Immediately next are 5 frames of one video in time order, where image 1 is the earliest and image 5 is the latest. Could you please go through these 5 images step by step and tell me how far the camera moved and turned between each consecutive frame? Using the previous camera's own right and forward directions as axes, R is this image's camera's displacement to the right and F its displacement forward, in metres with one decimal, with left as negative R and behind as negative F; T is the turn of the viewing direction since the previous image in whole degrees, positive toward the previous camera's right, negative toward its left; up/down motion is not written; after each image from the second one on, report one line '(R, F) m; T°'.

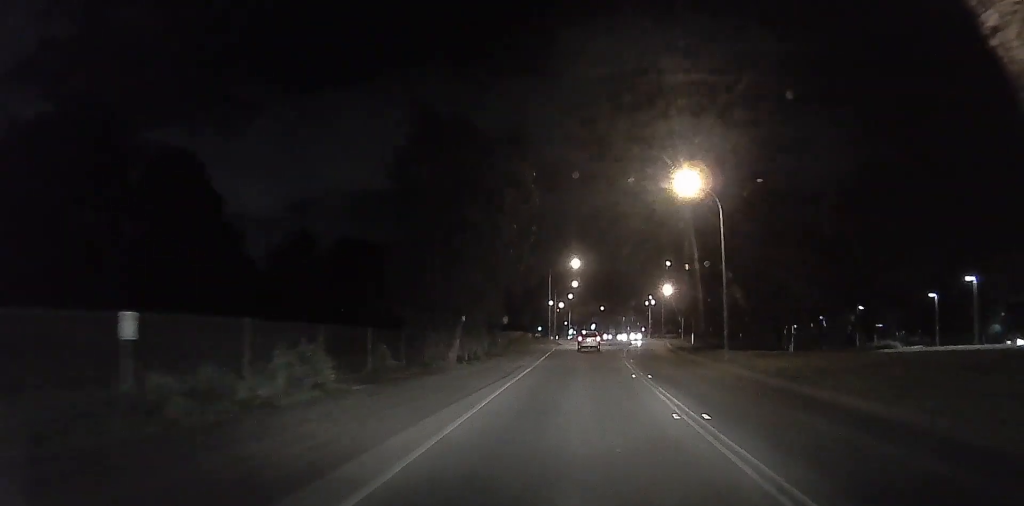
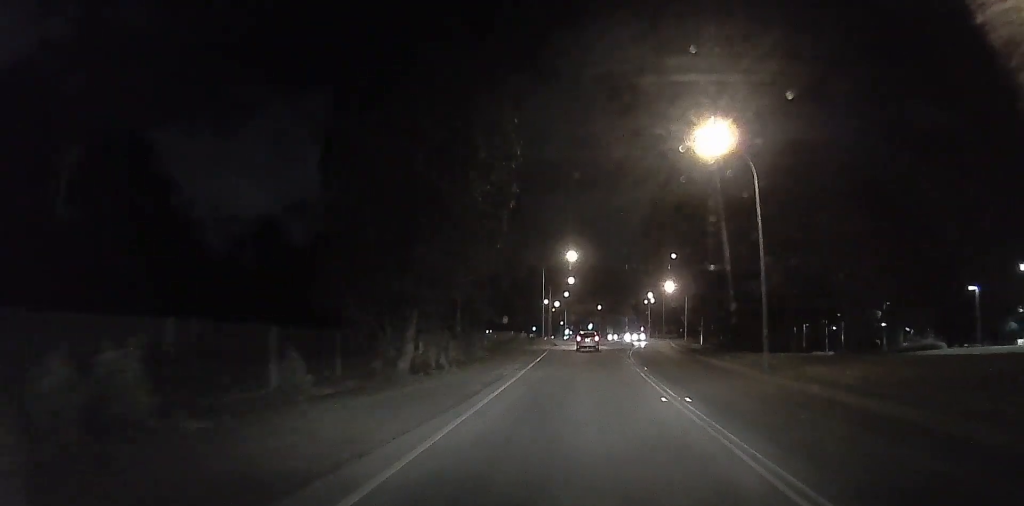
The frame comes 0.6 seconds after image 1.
(+0.1, +7.6) m; -1°
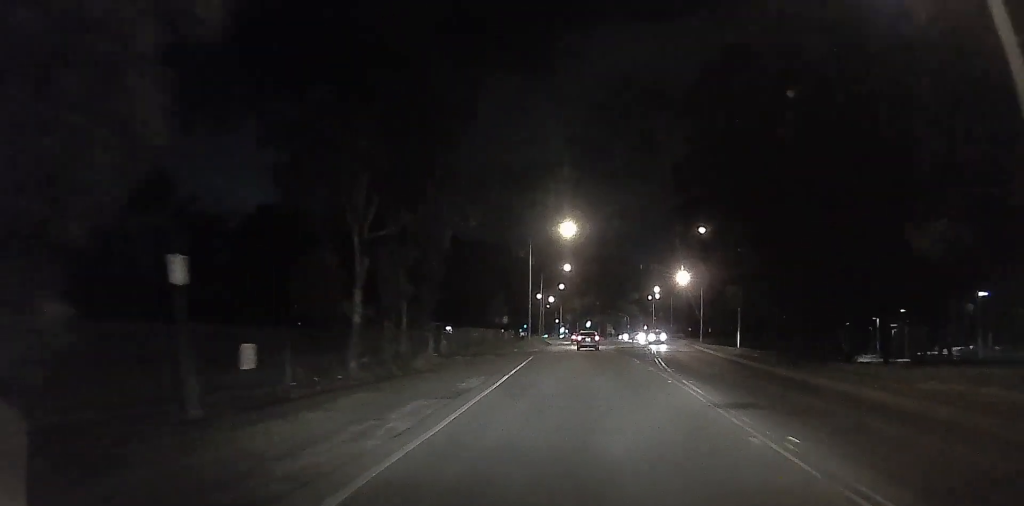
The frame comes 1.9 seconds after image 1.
(-0.6, +18.0) m; -2°
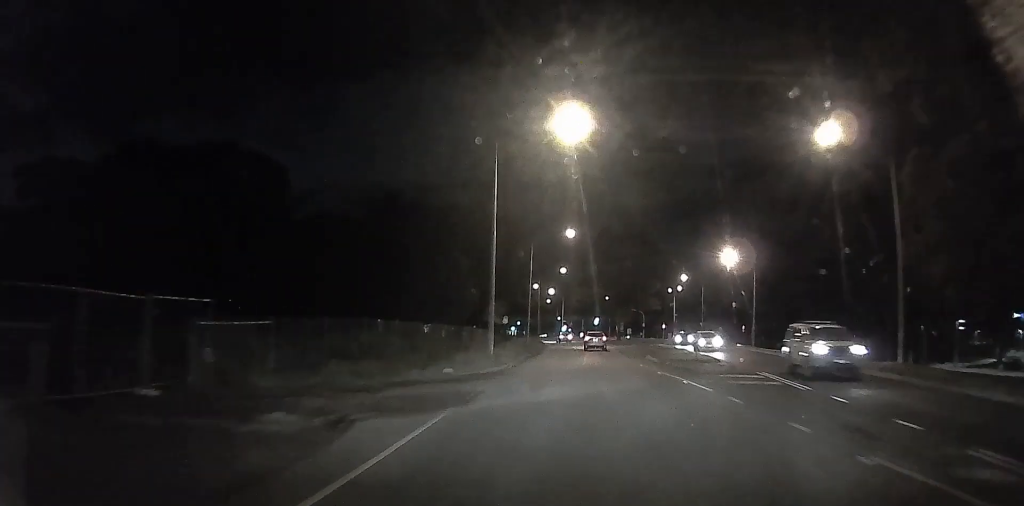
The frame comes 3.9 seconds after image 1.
(0.0, +28.8) m; 0°
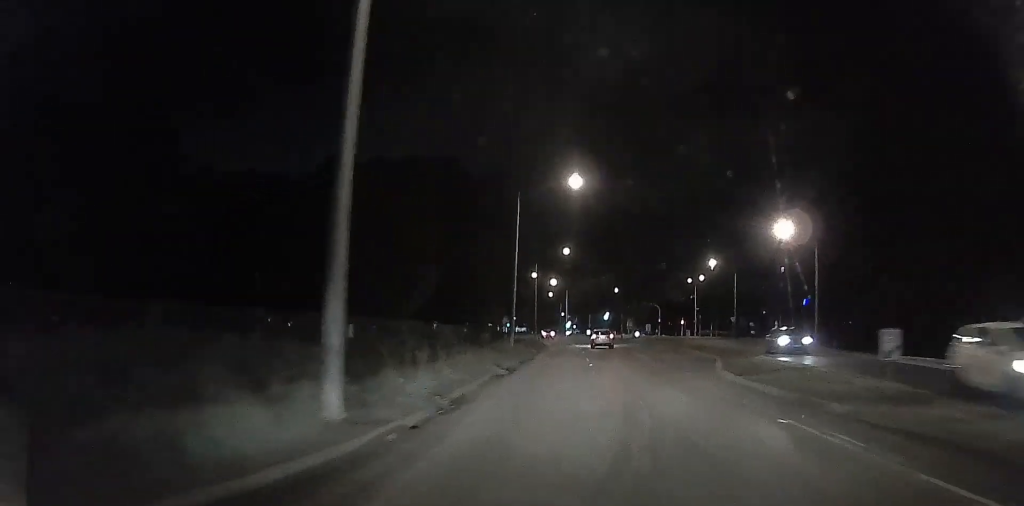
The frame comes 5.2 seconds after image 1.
(0.0, +19.1) m; 0°
